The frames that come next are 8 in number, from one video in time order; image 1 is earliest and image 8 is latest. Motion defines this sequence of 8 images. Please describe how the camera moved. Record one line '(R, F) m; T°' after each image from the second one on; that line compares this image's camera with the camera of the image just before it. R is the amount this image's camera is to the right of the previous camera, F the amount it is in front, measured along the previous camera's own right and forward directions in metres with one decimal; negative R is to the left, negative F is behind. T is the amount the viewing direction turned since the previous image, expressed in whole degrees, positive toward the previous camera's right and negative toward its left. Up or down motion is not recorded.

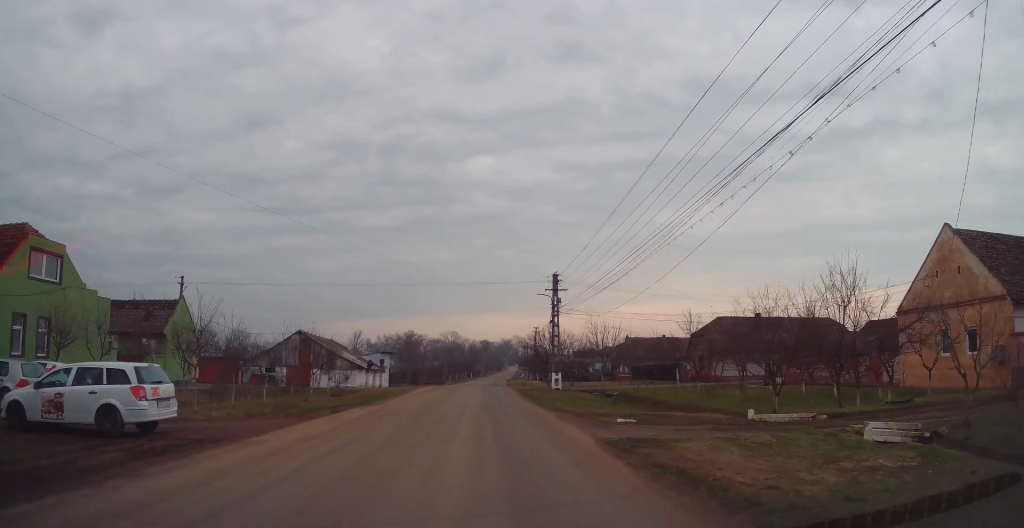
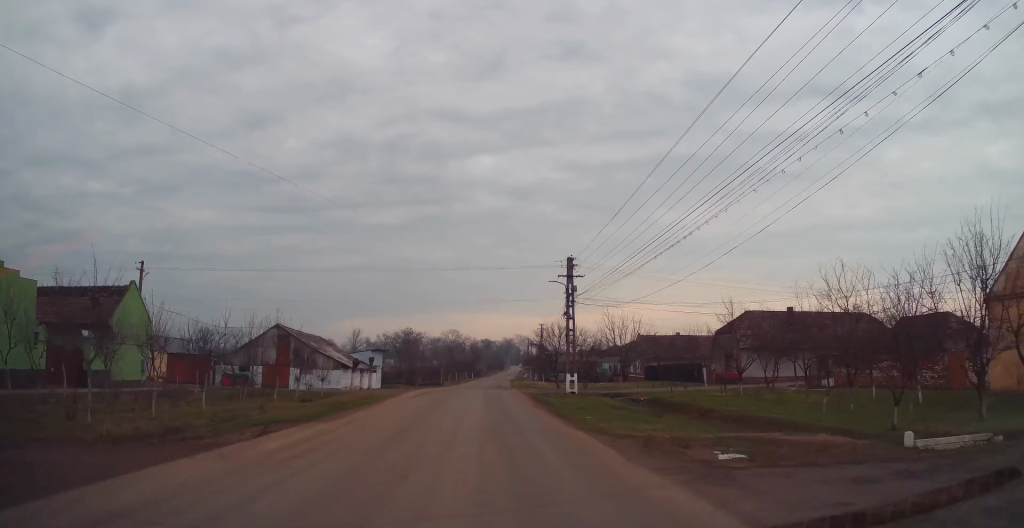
(+0.1, +6.8) m; -1°
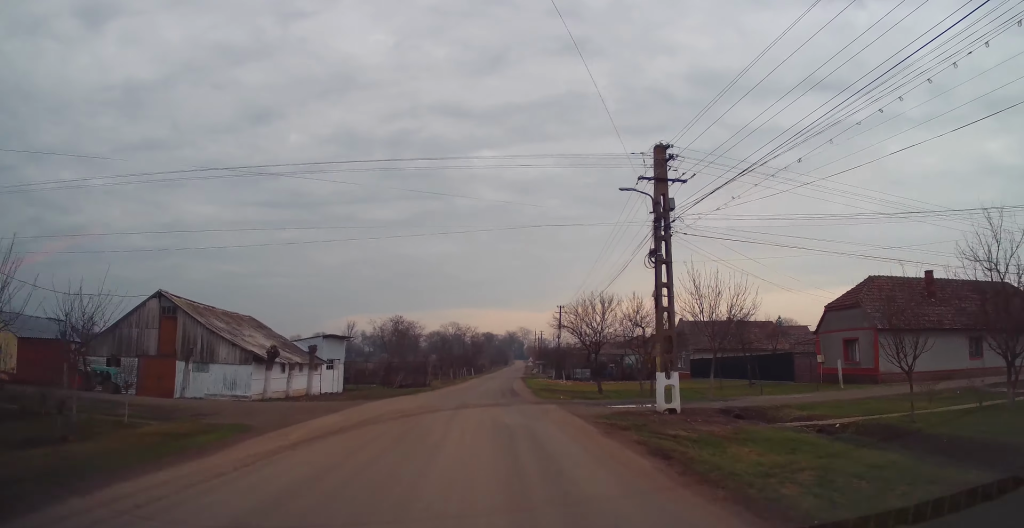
(-0.2, +19.9) m; +2°
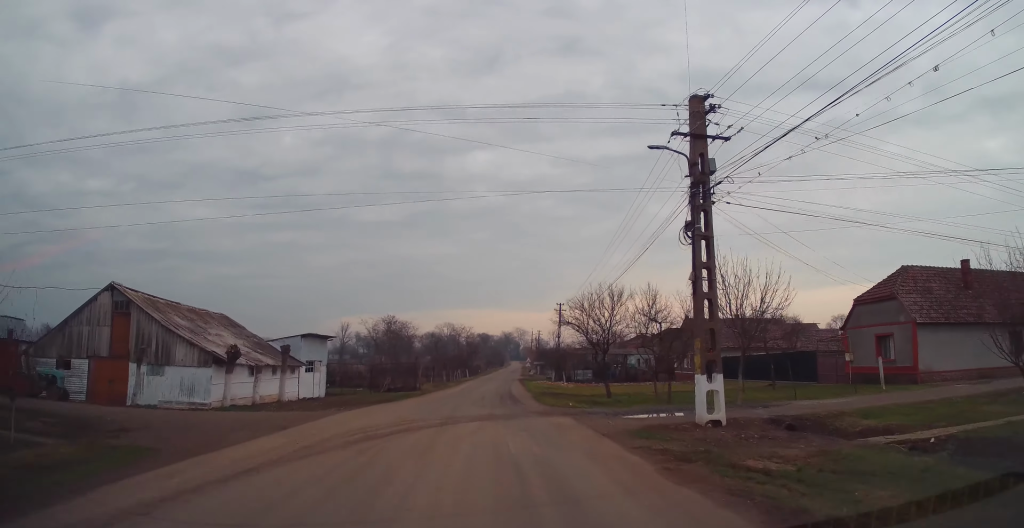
(+0.2, +4.6) m; +1°
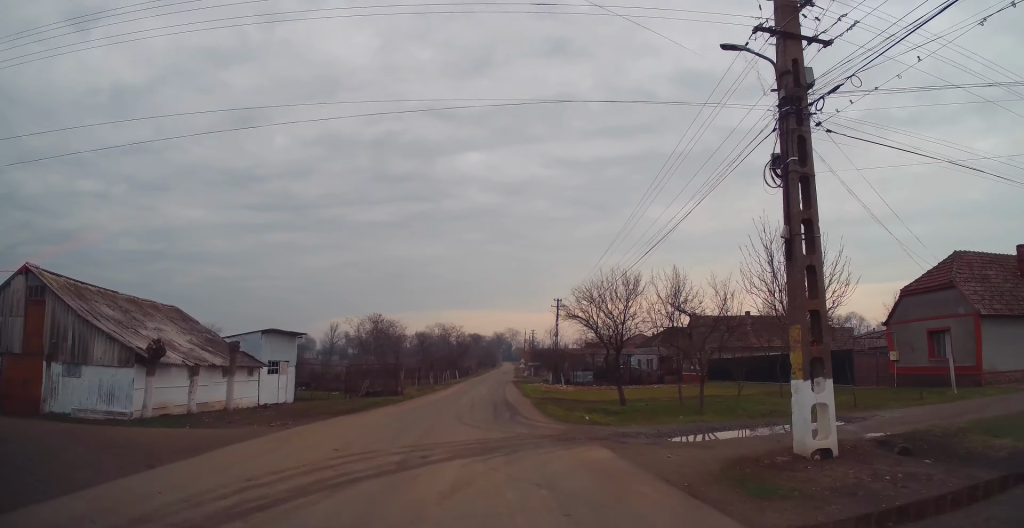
(0.0, +6.2) m; -2°
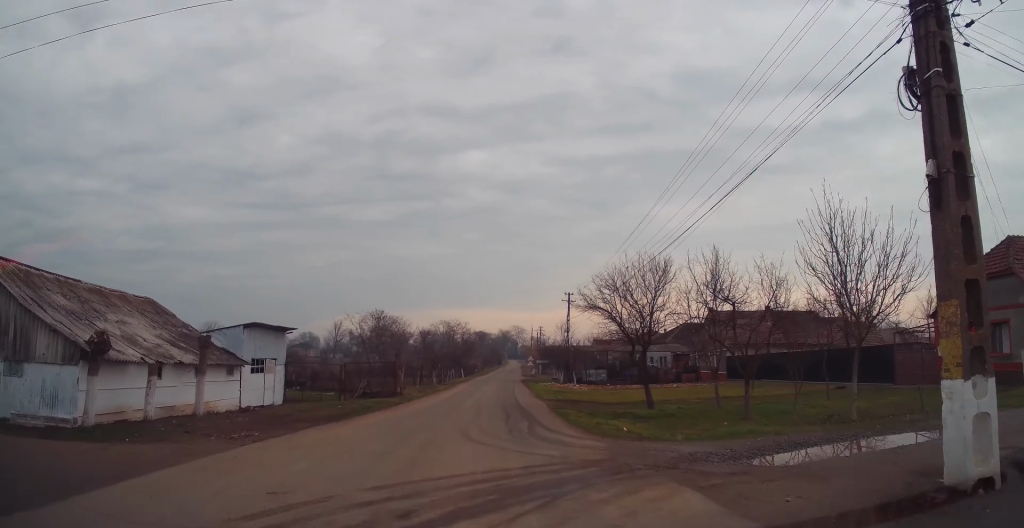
(0.0, +4.8) m; -4°
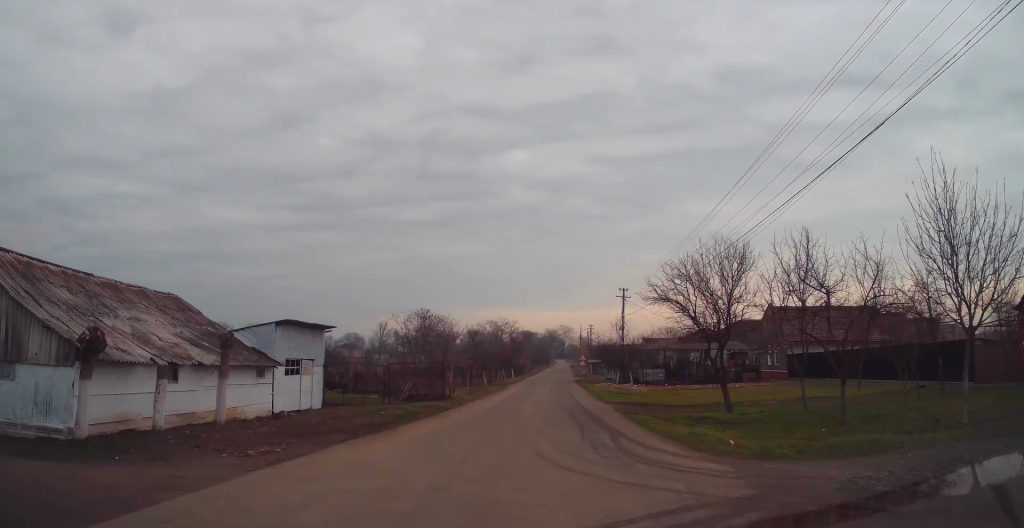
(-0.2, +3.8) m; -7°
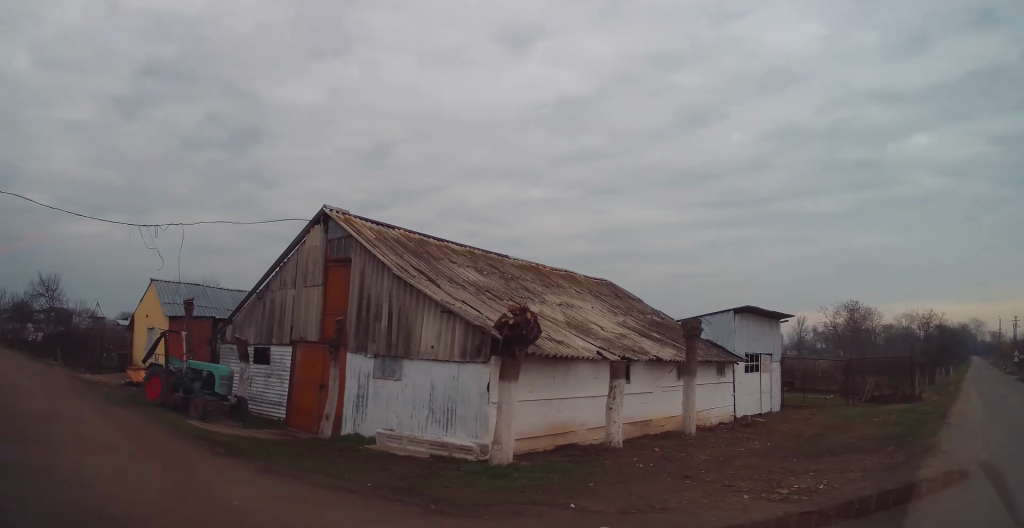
(-1.2, +6.0) m; -29°
